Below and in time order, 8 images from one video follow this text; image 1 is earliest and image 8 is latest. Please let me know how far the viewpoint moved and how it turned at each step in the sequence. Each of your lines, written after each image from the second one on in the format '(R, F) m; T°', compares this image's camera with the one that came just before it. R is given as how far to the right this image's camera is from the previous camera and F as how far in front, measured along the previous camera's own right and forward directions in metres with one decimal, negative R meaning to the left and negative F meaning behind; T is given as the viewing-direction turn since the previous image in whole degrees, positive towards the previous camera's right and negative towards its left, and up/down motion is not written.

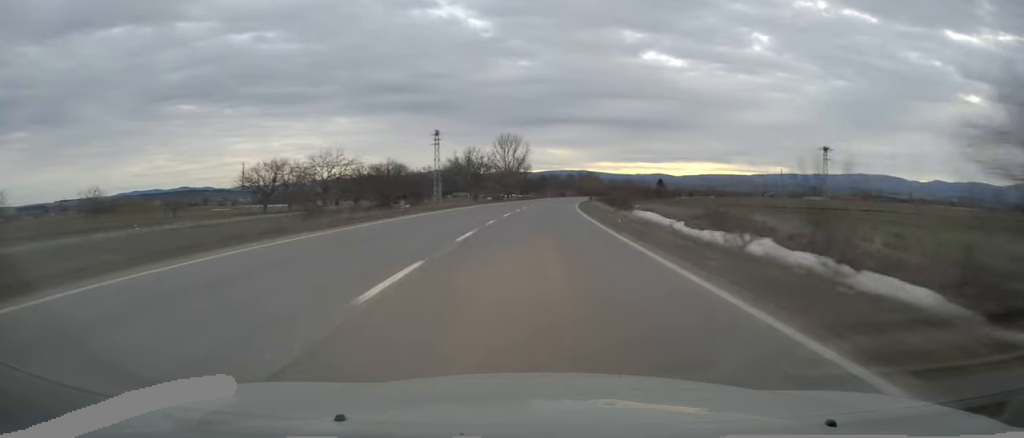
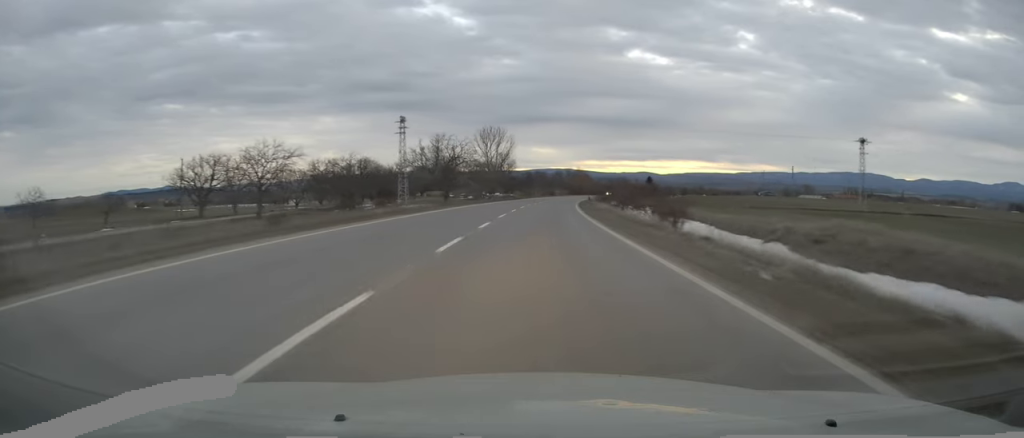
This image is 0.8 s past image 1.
(+0.2, +18.3) m; +1°
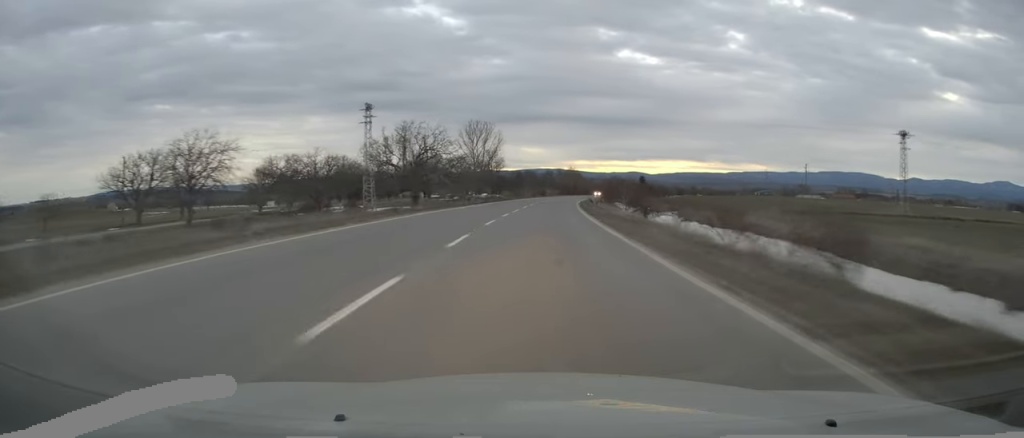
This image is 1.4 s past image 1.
(+0.2, +14.3) m; +1°
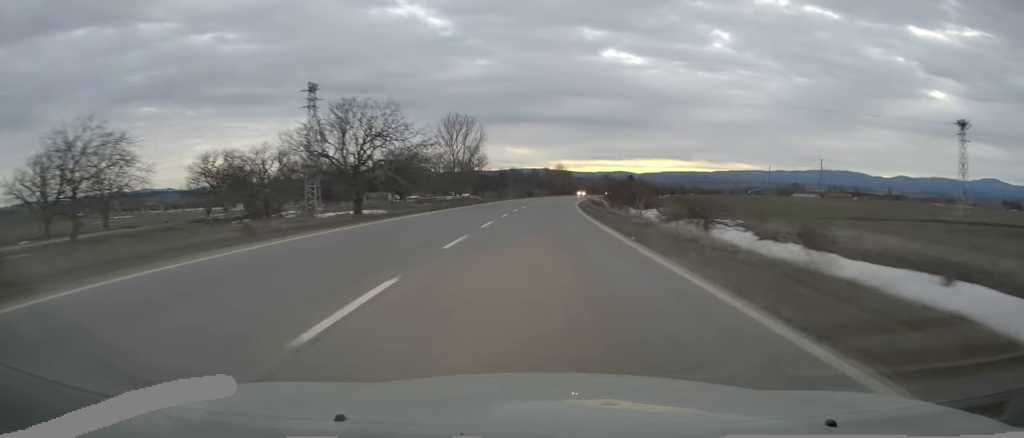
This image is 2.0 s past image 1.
(+0.1, +15.8) m; +1°
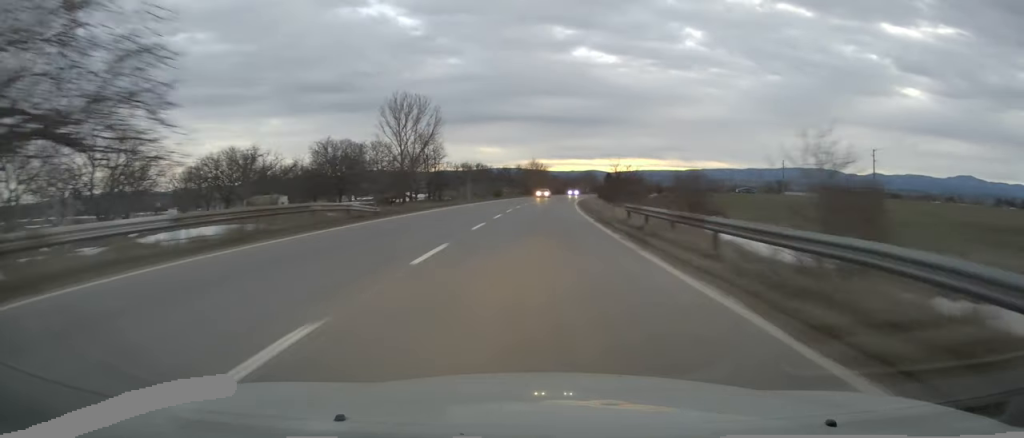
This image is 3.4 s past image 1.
(+0.6, +32.9) m; +2°
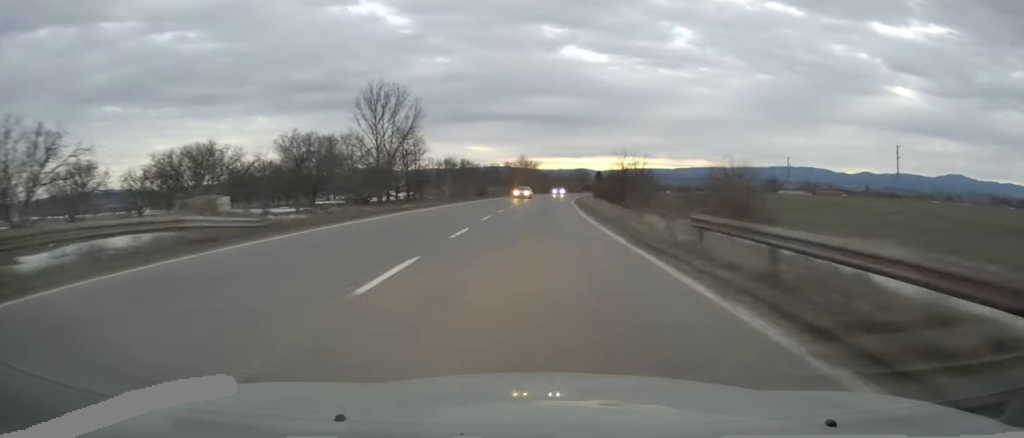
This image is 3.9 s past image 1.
(0.0, +10.9) m; +1°
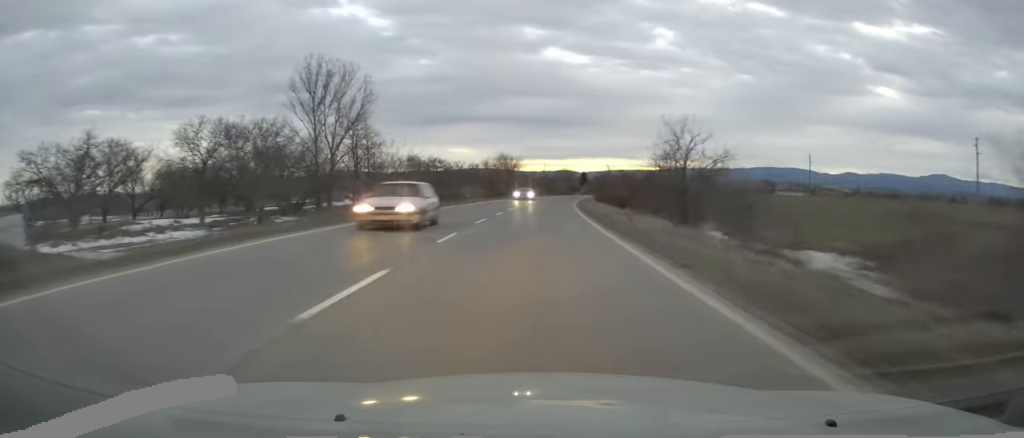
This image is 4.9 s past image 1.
(+0.5, +24.0) m; +2°
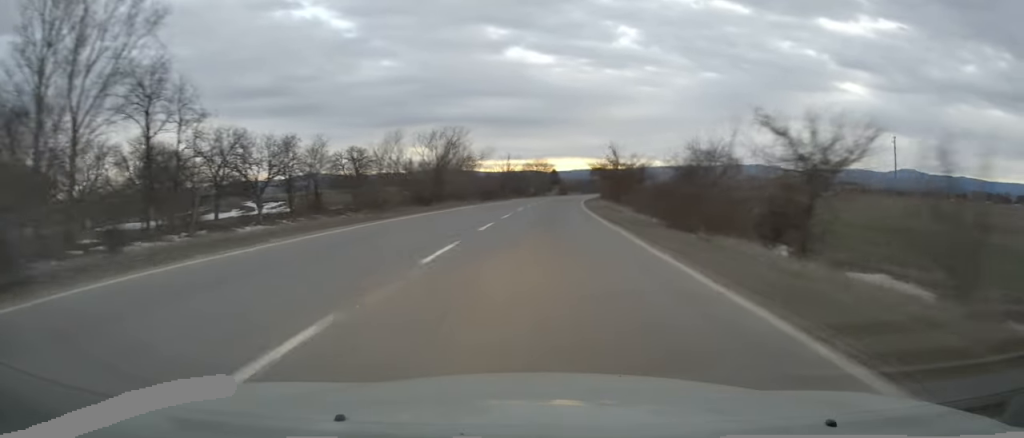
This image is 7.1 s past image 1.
(+1.1, +49.1) m; +2°
